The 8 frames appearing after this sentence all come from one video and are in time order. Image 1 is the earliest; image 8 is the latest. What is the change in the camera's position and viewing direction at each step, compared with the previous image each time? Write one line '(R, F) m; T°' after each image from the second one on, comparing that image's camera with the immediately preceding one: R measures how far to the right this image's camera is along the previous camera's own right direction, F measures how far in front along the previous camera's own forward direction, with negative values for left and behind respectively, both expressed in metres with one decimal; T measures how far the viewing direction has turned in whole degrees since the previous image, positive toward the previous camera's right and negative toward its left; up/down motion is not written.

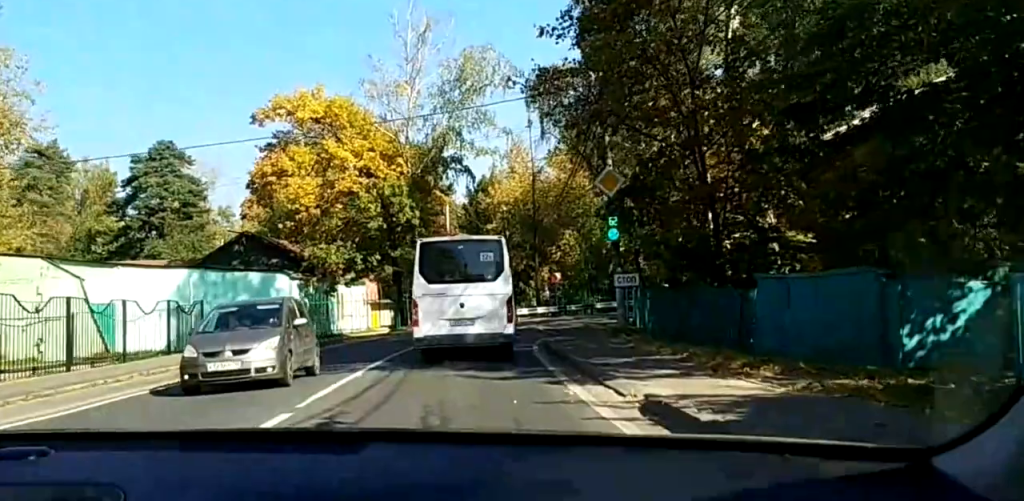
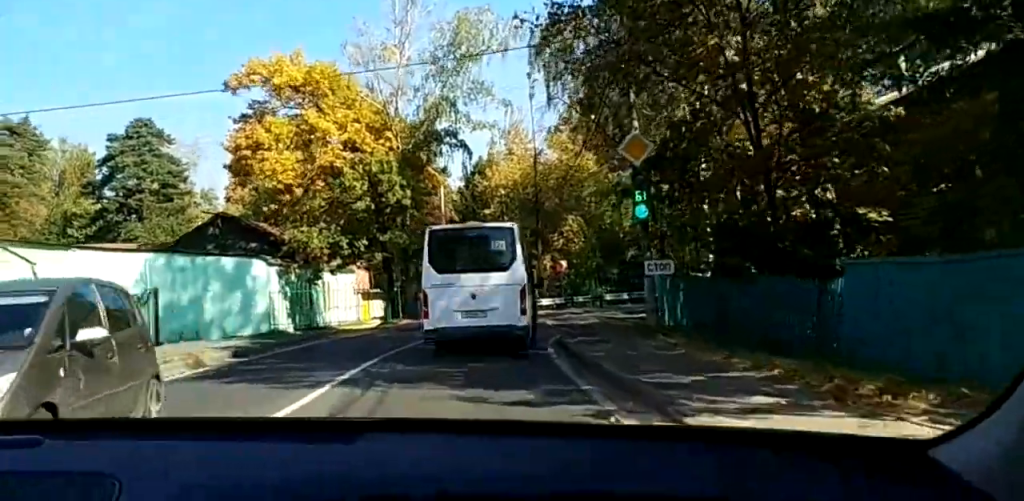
(-0.2, +5.6) m; -1°
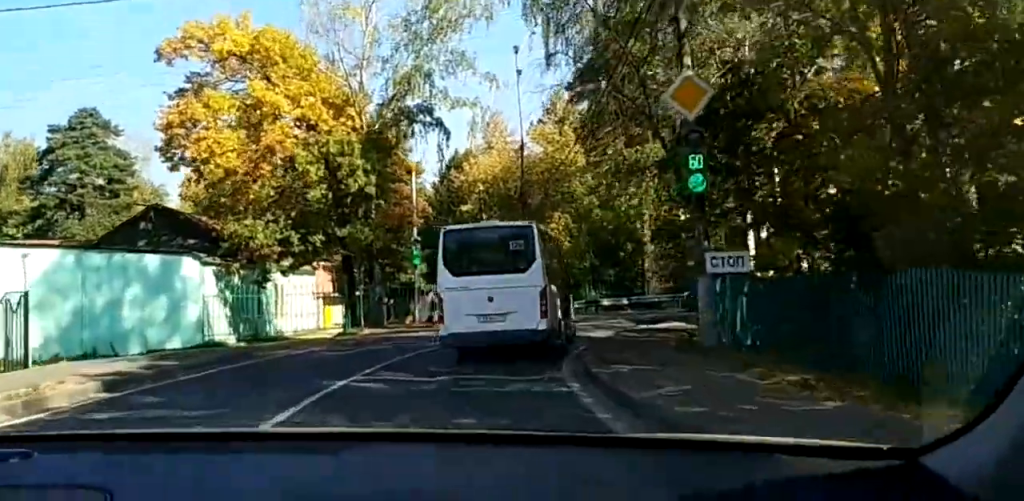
(+0.2, +8.3) m; +2°
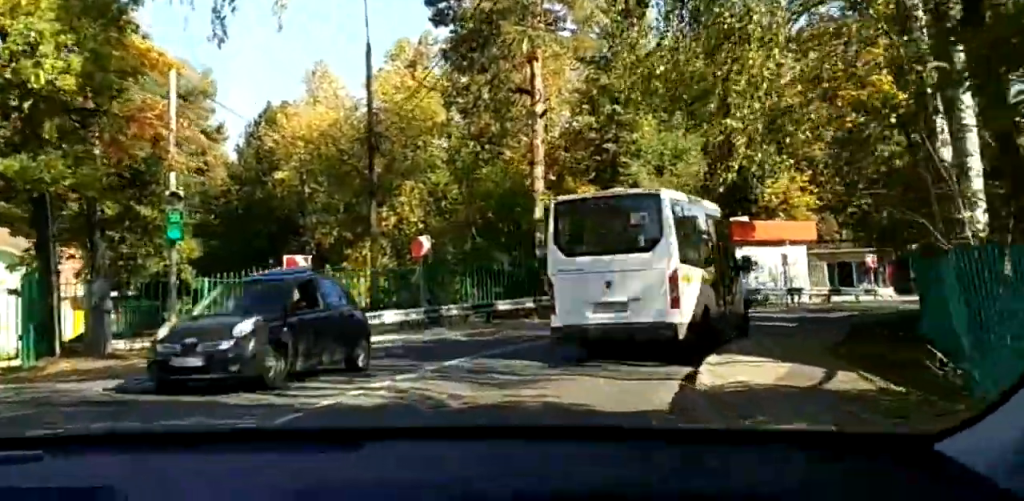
(+1.0, +19.8) m; +7°
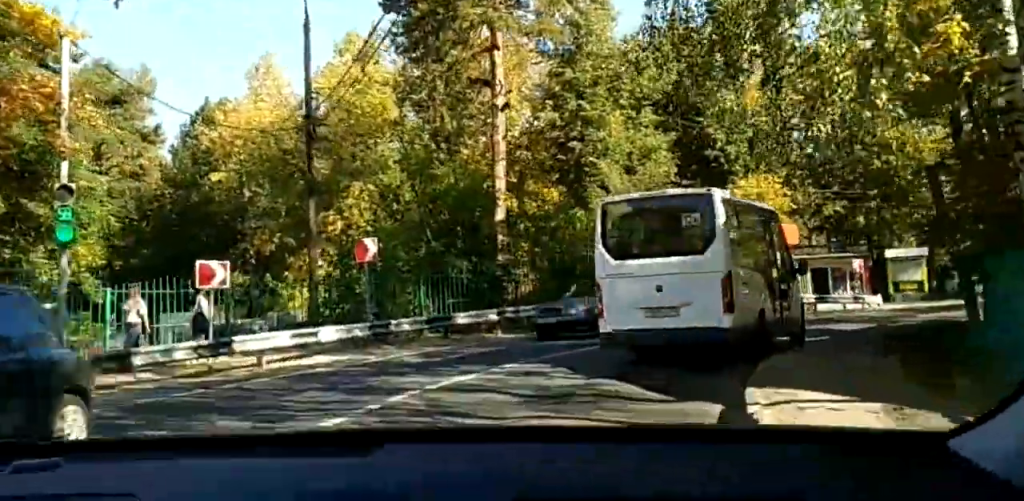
(+0.1, +4.0) m; +2°
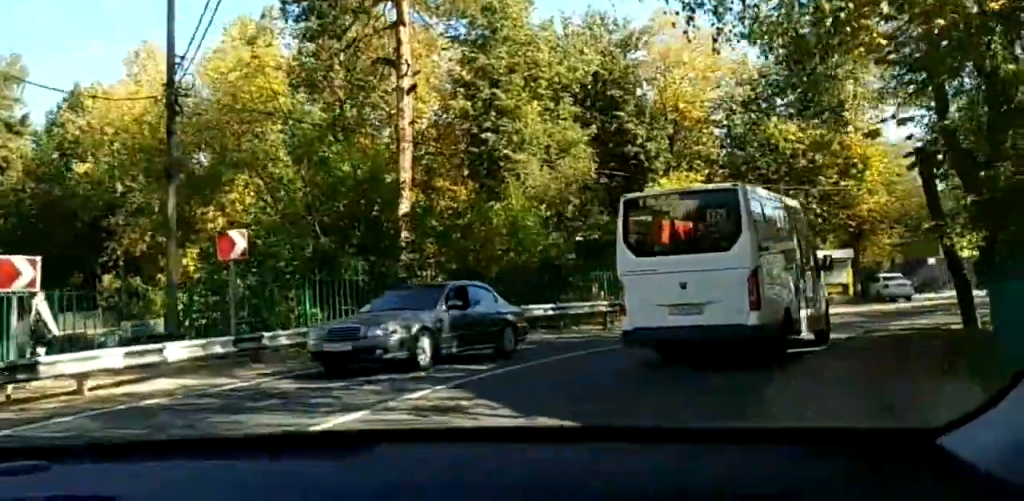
(+0.1, +4.5) m; +3°
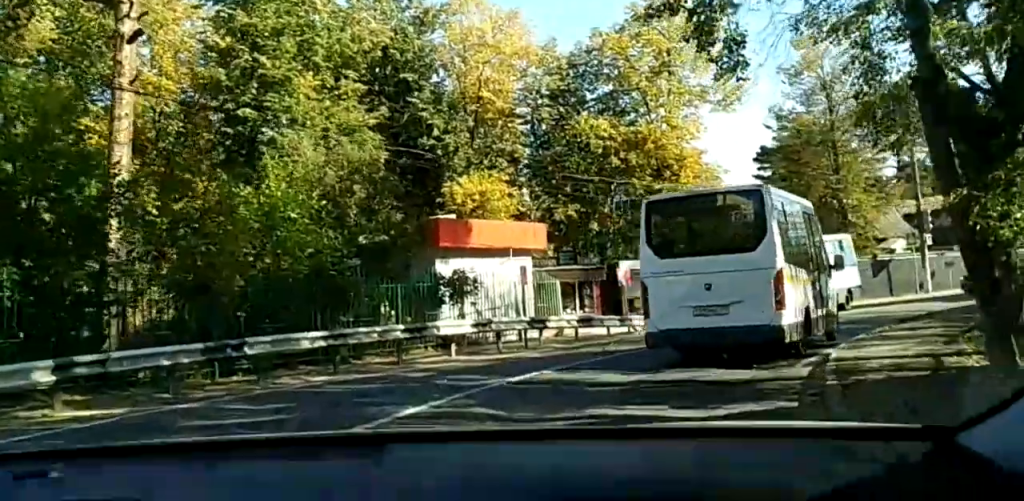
(+0.6, +8.5) m; +12°
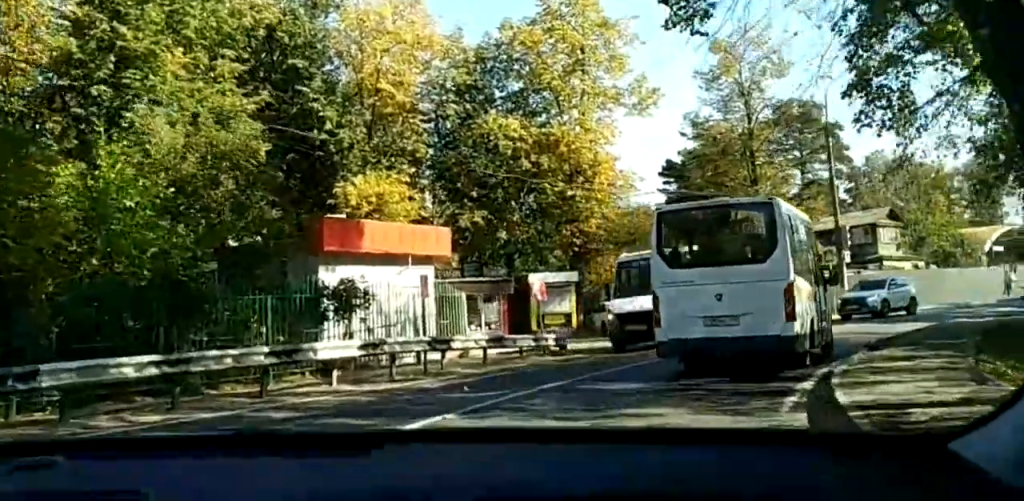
(+0.3, +3.9) m; +6°
